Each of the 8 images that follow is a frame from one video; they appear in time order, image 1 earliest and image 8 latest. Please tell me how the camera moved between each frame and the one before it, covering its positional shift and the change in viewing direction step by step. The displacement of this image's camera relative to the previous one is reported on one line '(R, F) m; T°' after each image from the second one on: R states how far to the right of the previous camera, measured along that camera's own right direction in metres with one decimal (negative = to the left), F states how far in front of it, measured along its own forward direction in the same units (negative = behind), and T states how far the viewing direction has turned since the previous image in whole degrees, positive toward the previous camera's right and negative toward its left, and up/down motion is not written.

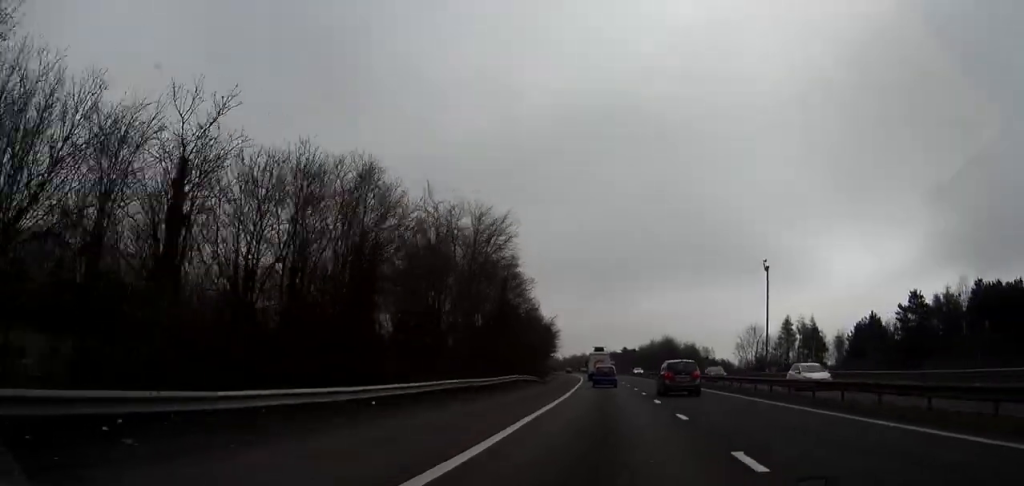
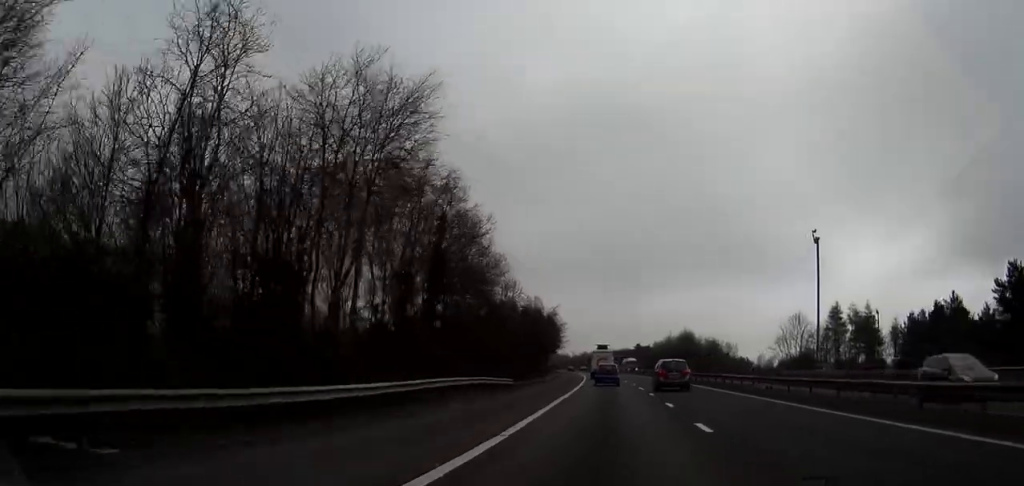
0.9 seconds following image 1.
(-0.2, +21.7) m; -1°
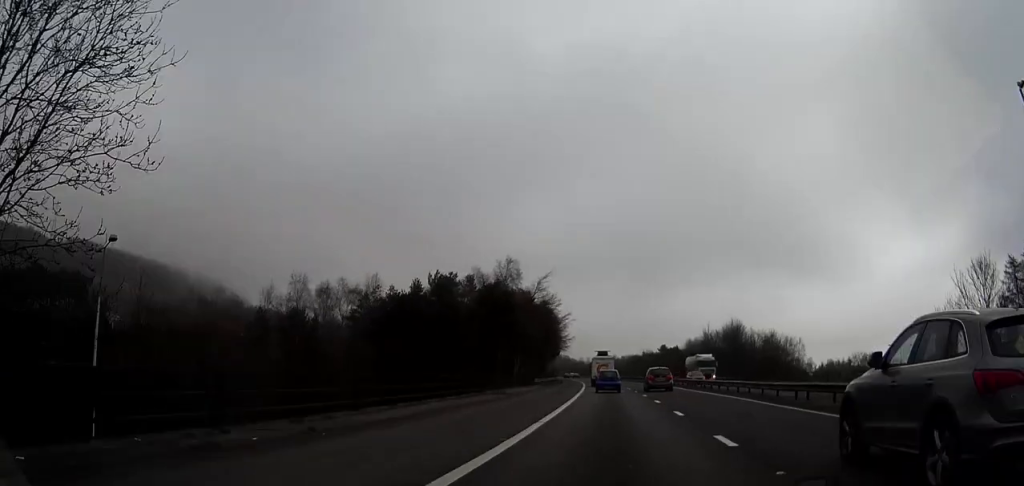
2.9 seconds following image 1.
(-0.4, +47.1) m; -1°
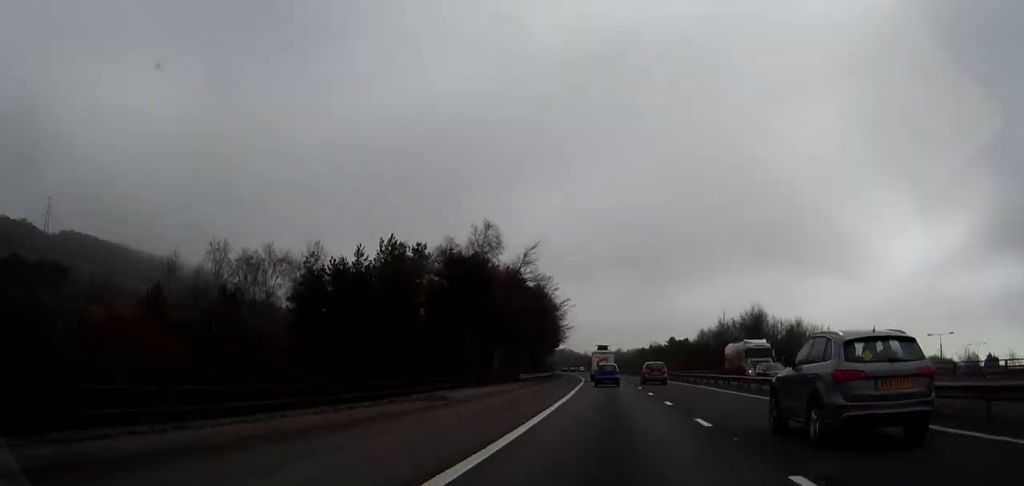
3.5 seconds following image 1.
(-0.1, +15.0) m; 0°
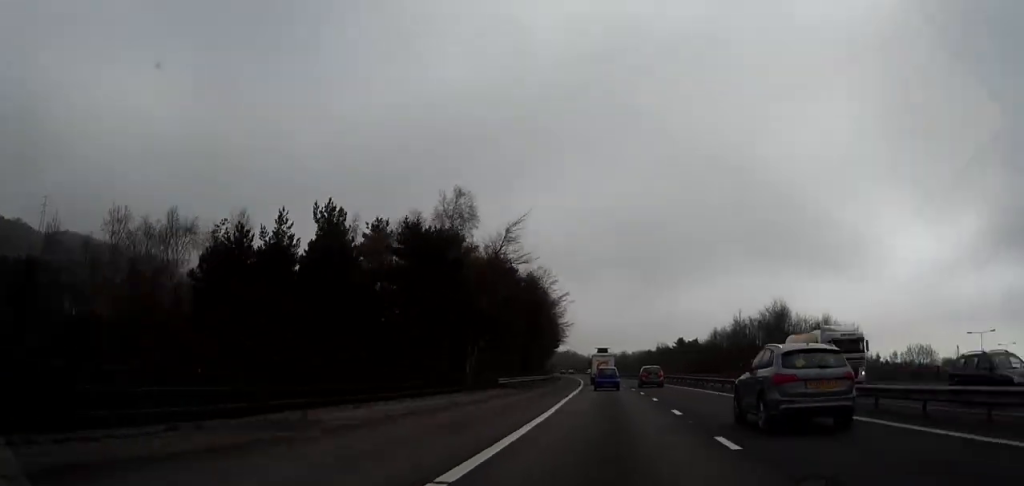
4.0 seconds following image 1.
(0.0, +12.5) m; 0°
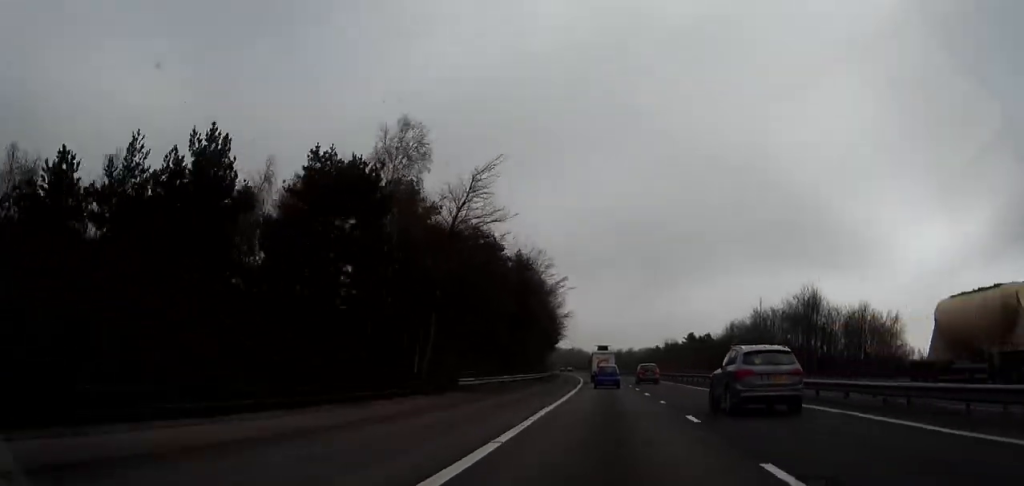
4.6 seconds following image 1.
(0.0, +13.2) m; 0°
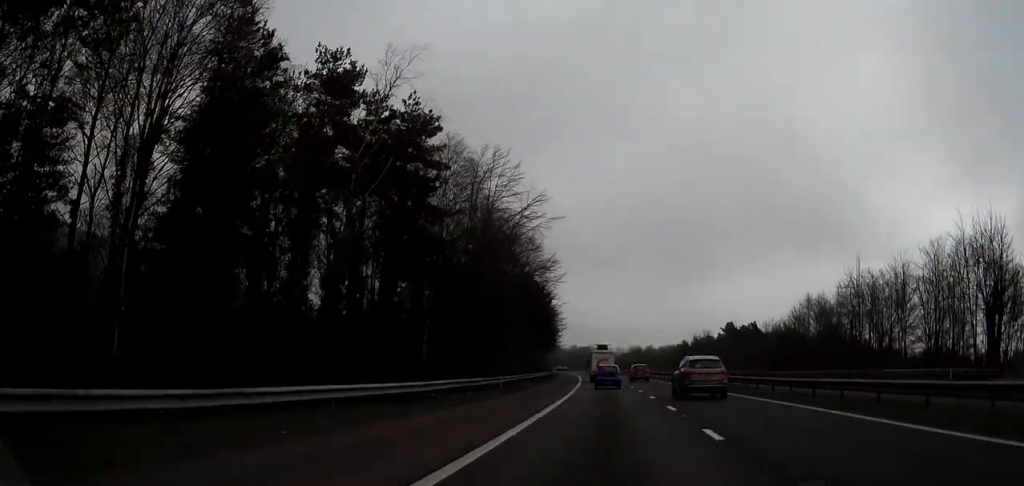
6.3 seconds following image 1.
(-0.3, +38.8) m; -1°
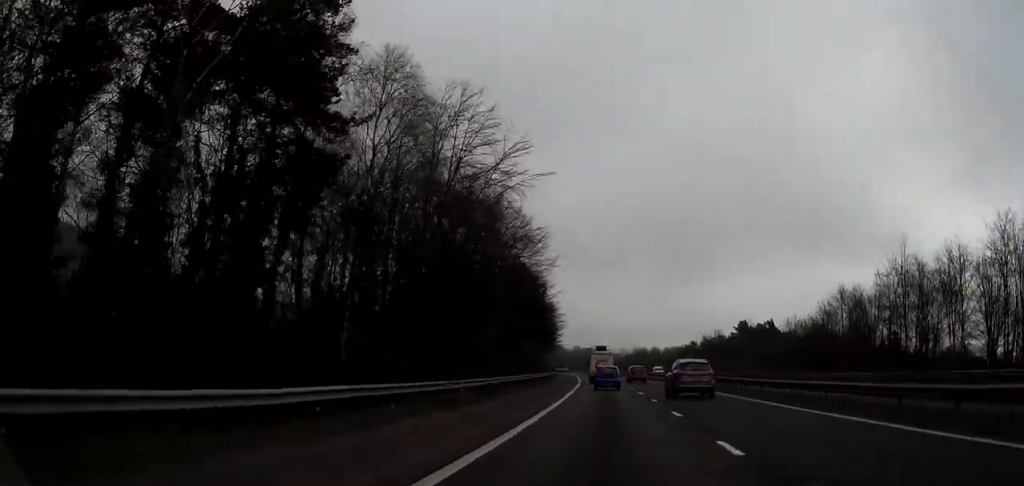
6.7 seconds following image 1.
(0.0, +10.9) m; 0°
